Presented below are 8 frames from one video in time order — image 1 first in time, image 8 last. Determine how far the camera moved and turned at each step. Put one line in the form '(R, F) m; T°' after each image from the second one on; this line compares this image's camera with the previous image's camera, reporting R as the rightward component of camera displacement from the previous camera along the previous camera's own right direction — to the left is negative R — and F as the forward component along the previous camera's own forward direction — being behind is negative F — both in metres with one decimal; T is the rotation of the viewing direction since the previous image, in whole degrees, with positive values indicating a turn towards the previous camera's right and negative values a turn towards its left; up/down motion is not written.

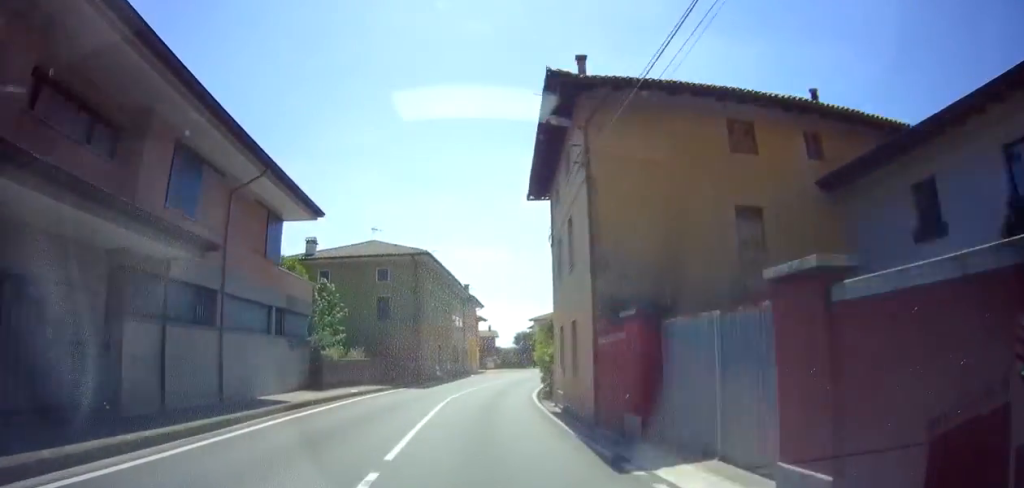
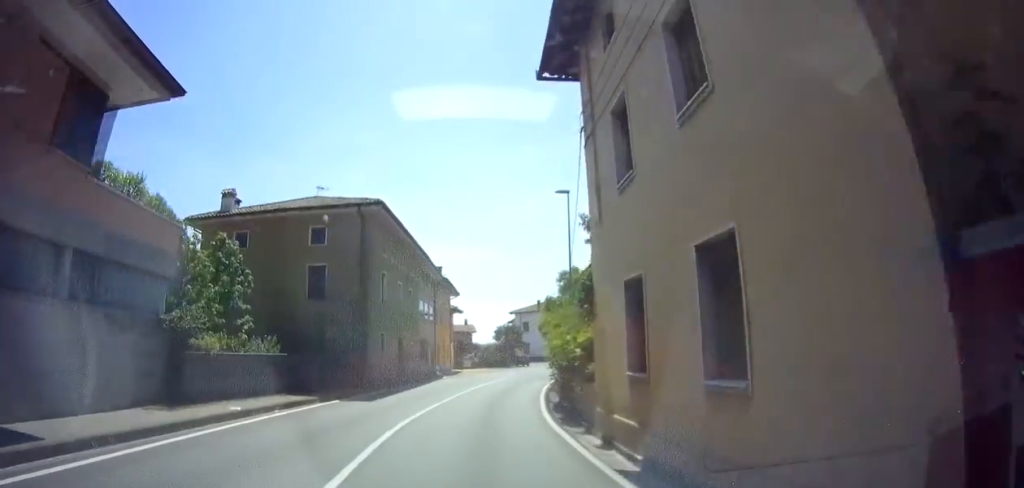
(-0.2, +10.7) m; +4°
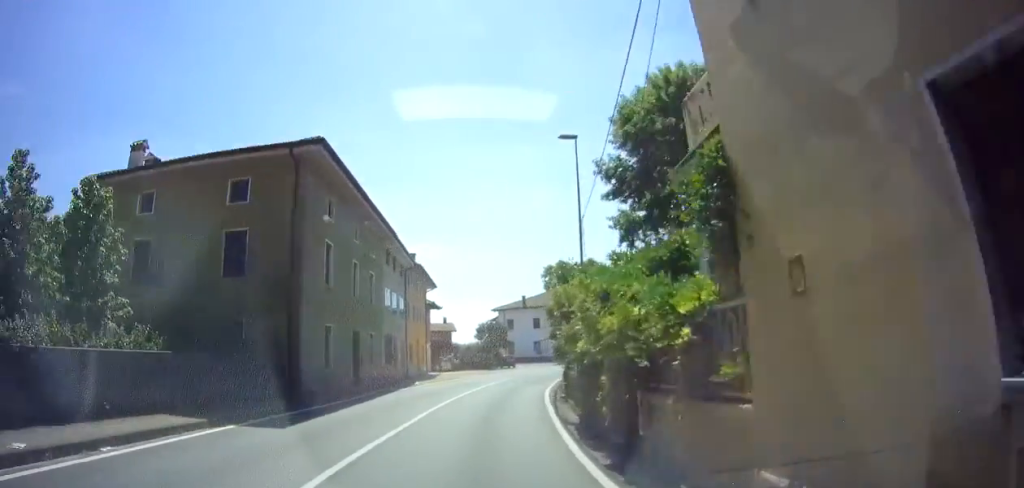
(+0.6, +7.0) m; +3°
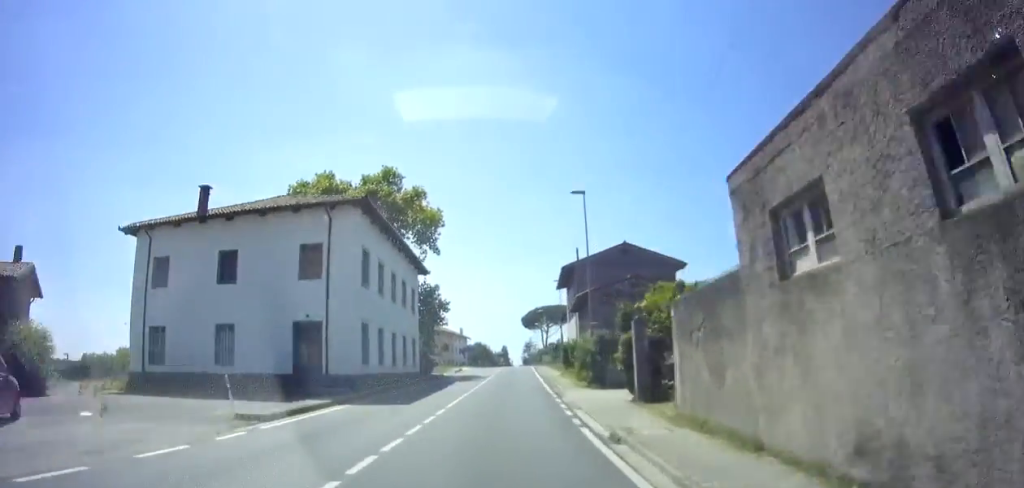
(+11.0, +50.1) m; +27°
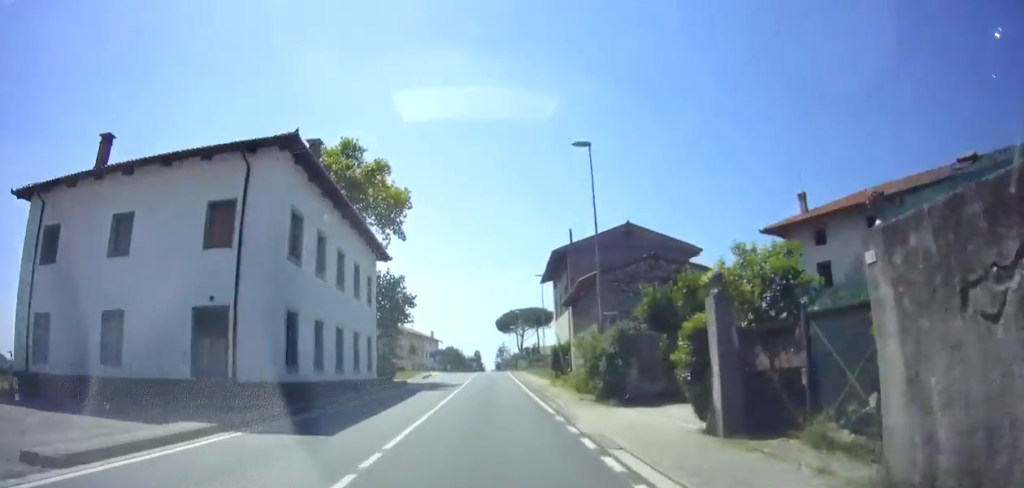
(0.0, +6.6) m; +1°
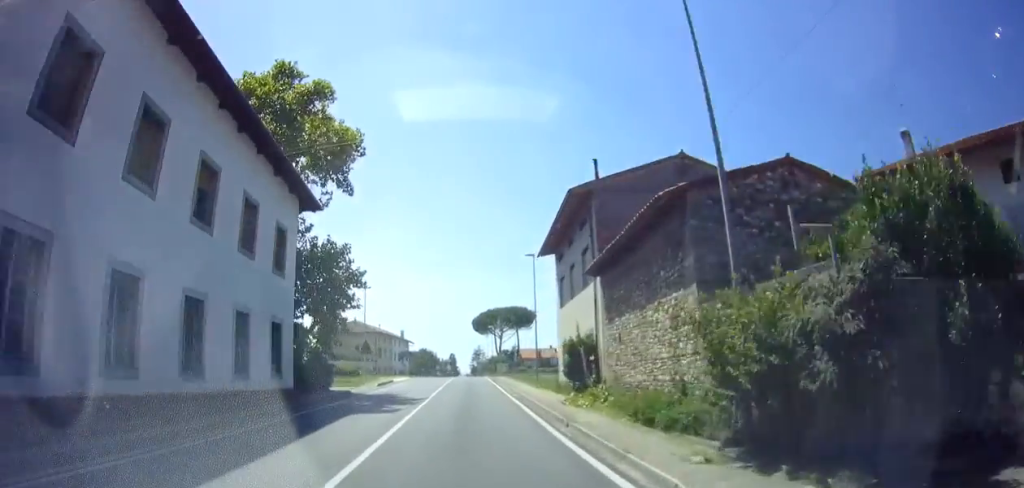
(+0.2, +11.0) m; 0°
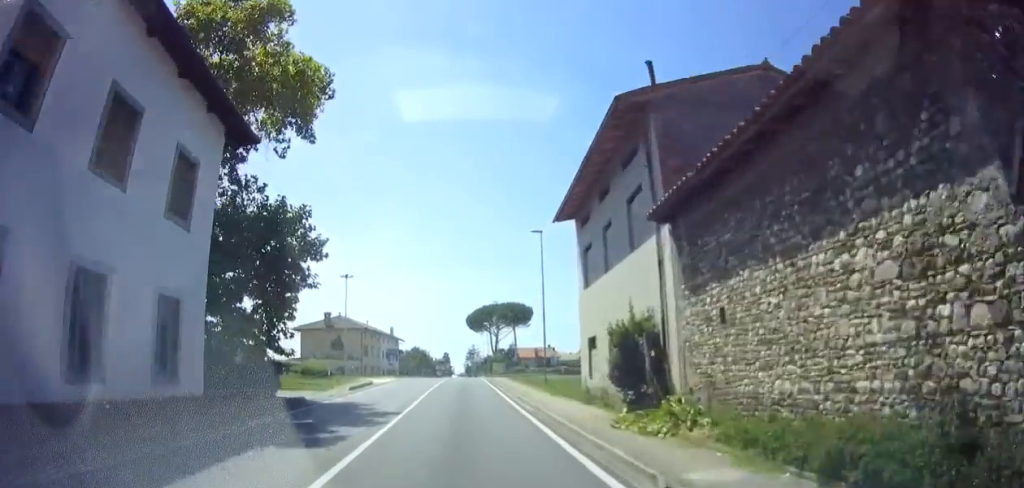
(+0.1, +6.7) m; 0°
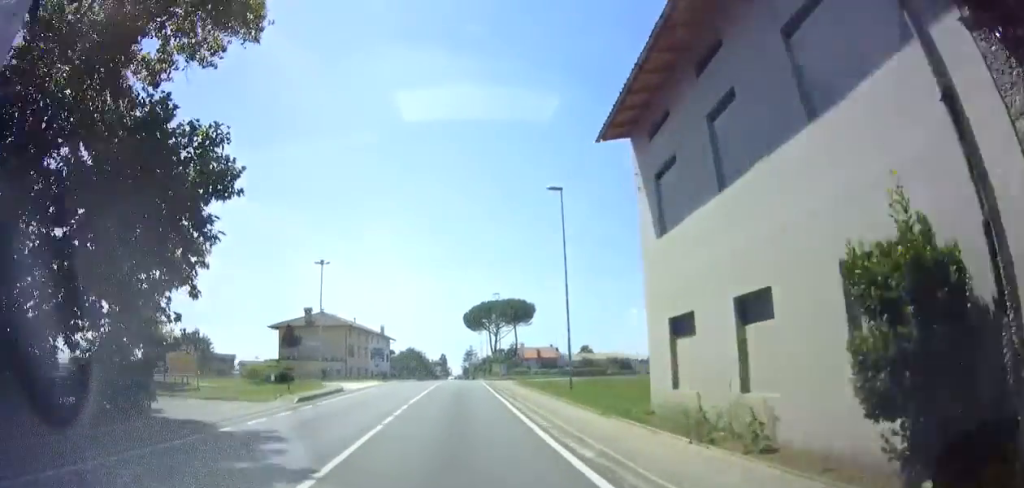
(-0.3, +8.3) m; 0°
